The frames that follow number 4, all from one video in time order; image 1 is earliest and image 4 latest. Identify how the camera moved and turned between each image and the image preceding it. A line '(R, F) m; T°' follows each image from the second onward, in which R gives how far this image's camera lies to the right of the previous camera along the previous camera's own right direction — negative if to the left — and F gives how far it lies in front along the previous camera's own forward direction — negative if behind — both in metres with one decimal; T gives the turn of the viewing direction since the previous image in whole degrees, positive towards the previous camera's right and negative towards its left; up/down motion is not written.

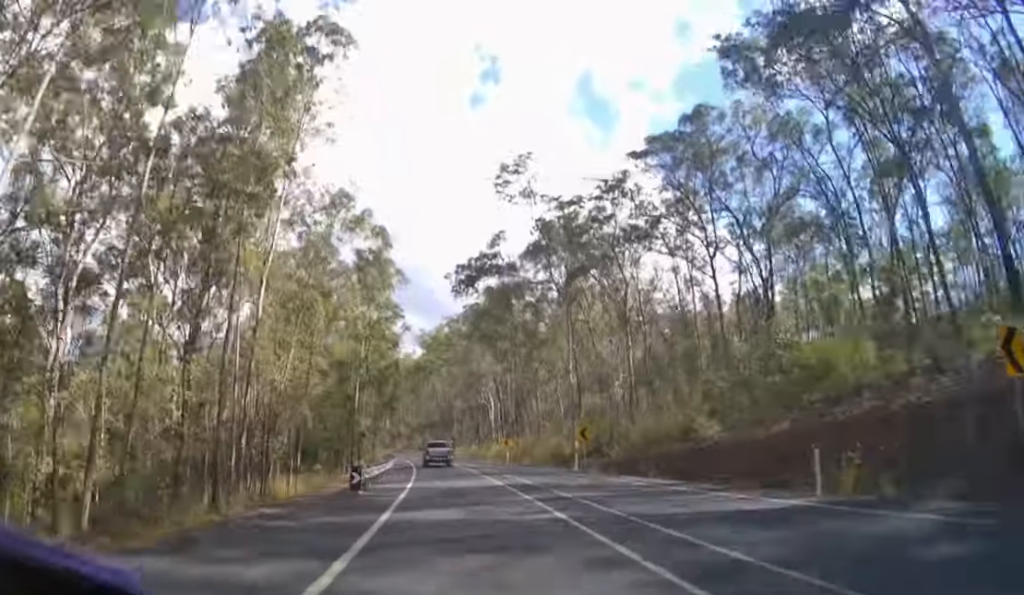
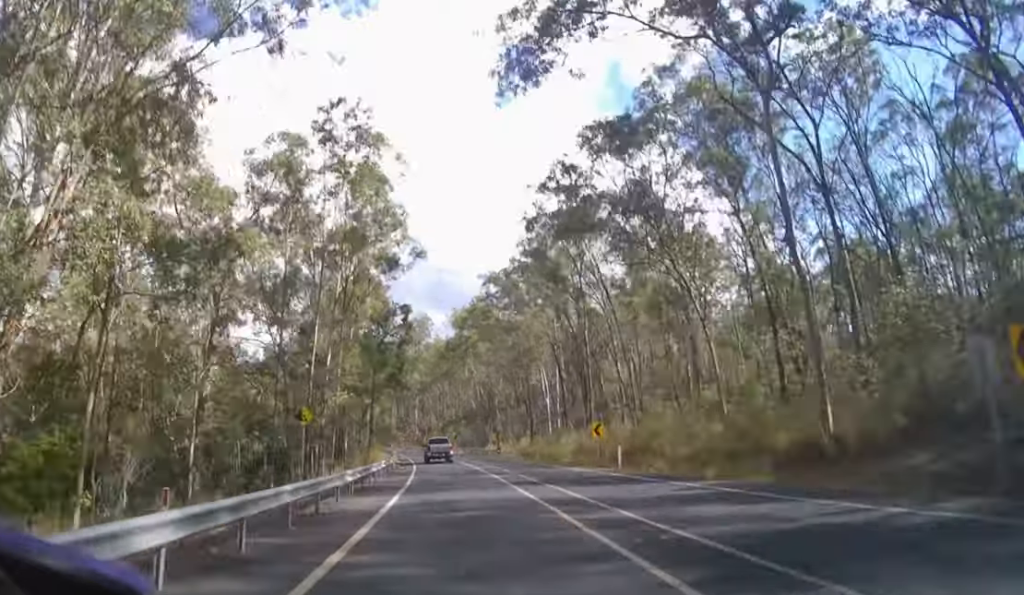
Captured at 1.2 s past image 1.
(-1.2, +29.8) m; -4°
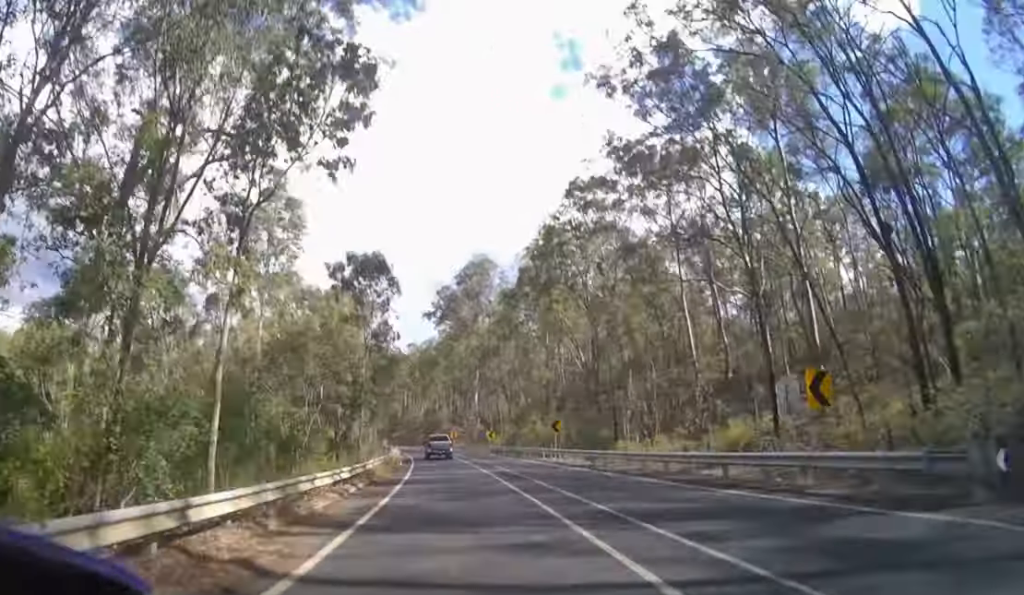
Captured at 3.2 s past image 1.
(-3.2, +51.1) m; -8°
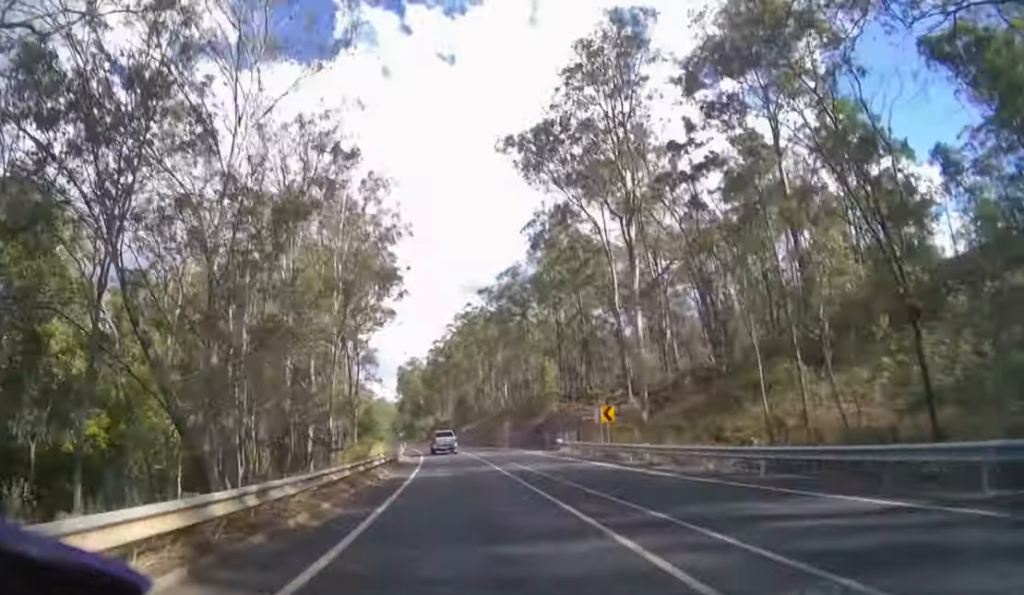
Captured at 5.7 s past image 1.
(-4.9, +54.1) m; -10°
